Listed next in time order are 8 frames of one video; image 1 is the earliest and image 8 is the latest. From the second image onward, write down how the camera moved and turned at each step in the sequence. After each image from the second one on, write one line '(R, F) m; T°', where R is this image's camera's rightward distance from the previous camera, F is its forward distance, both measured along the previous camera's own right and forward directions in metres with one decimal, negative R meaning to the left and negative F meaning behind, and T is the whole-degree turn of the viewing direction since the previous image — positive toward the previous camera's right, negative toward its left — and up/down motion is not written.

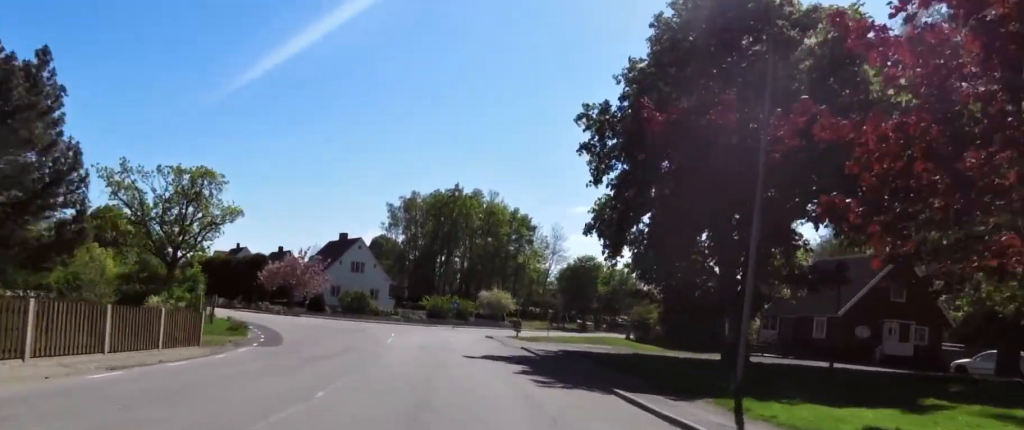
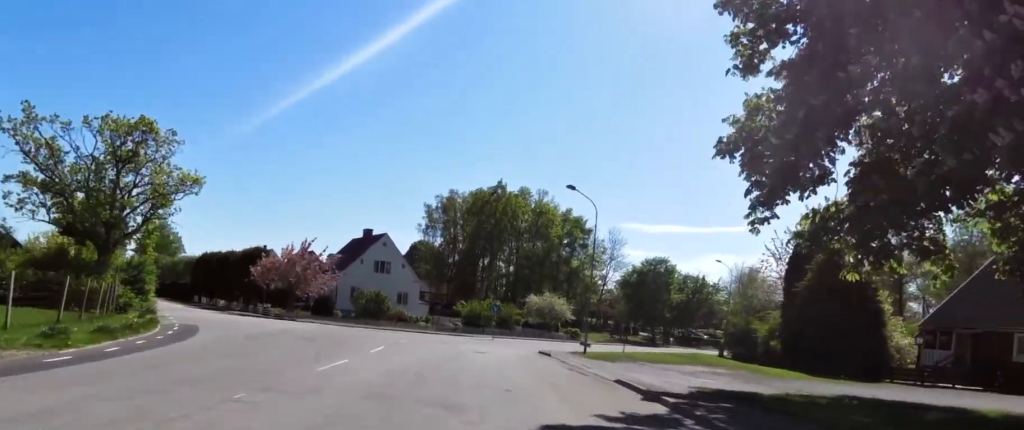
(+0.7, +13.7) m; +4°
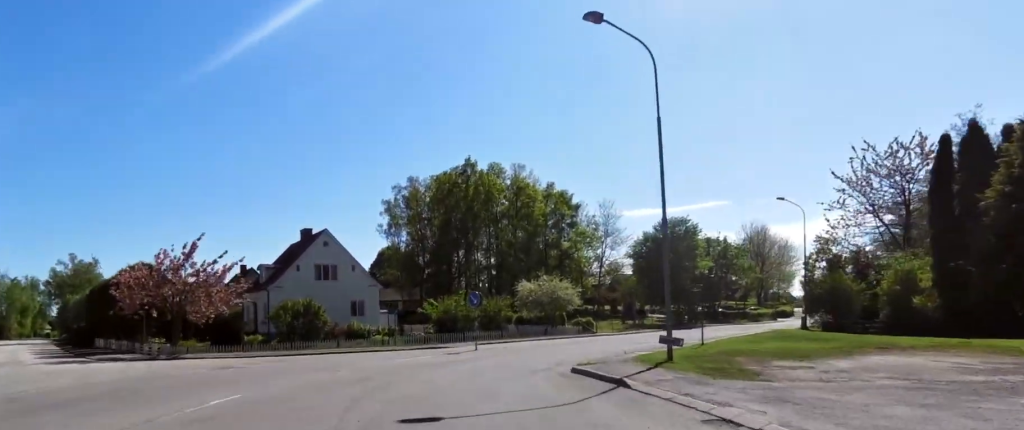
(+0.7, +14.9) m; +3°
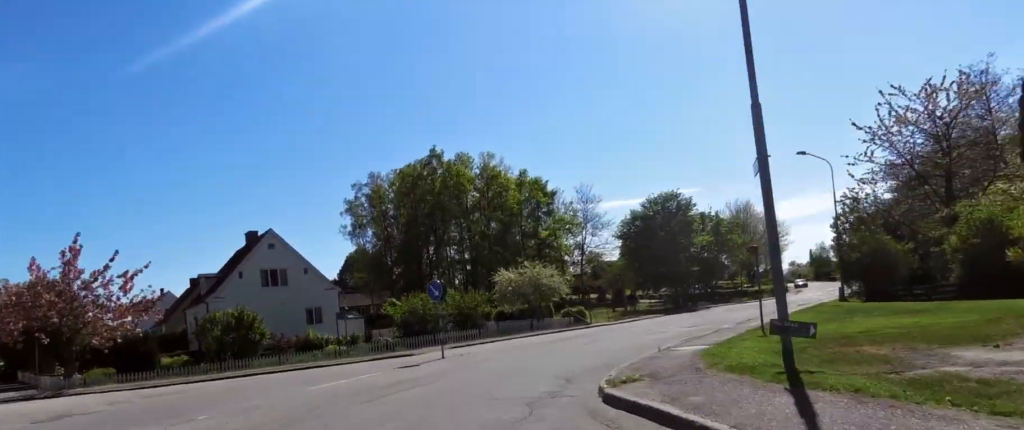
(+0.1, +6.3) m; +1°
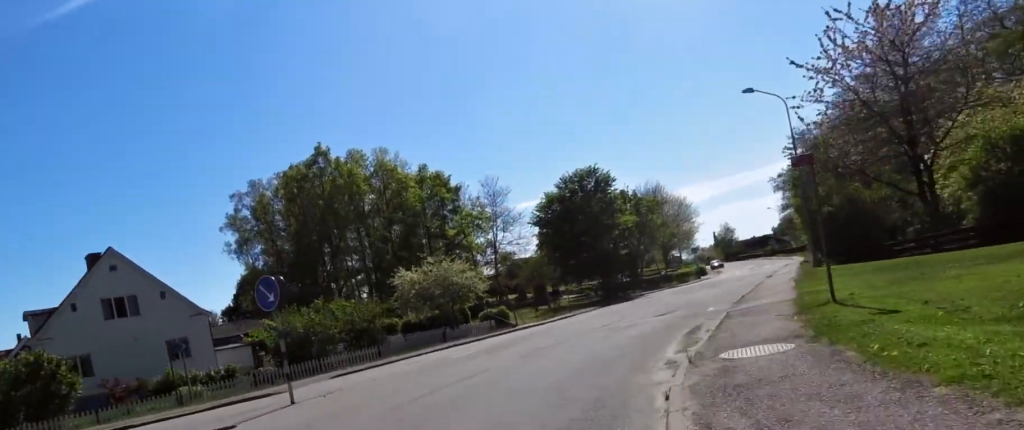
(-0.5, +6.8) m; +2°
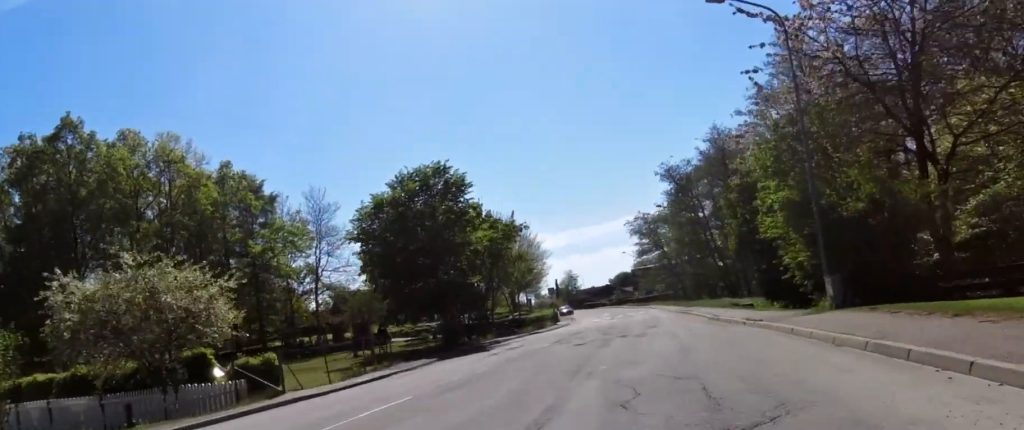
(+1.1, +12.7) m; +12°
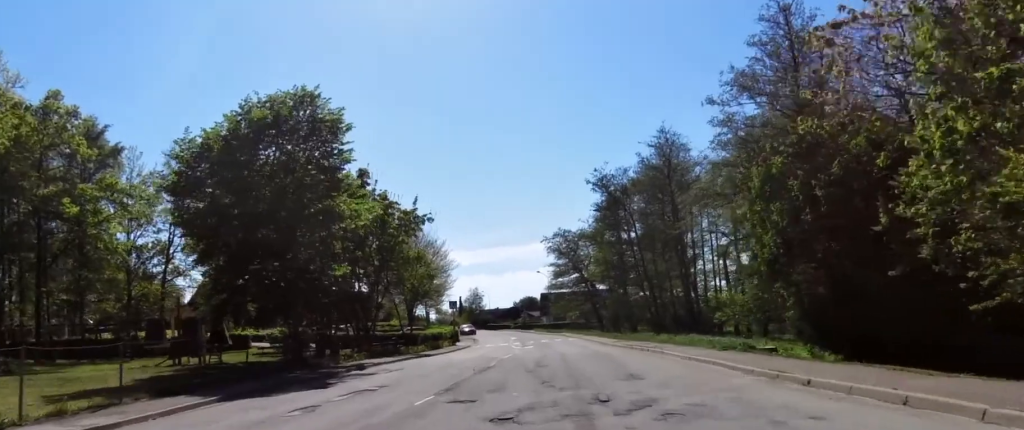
(+1.0, +10.3) m; +14°
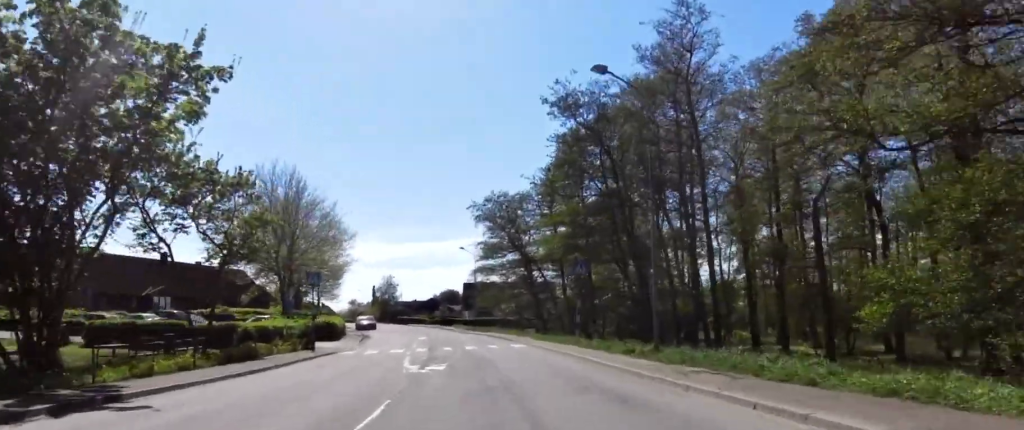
(+3.7, +20.0) m; +12°
